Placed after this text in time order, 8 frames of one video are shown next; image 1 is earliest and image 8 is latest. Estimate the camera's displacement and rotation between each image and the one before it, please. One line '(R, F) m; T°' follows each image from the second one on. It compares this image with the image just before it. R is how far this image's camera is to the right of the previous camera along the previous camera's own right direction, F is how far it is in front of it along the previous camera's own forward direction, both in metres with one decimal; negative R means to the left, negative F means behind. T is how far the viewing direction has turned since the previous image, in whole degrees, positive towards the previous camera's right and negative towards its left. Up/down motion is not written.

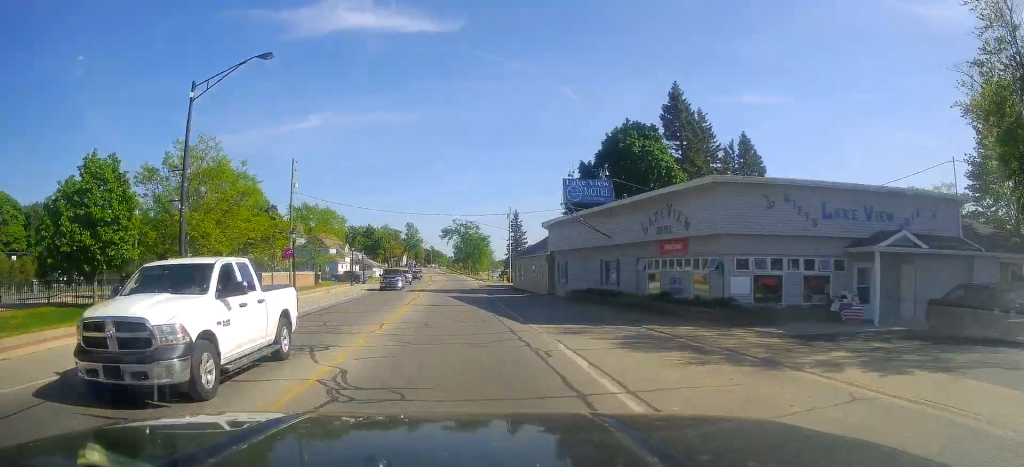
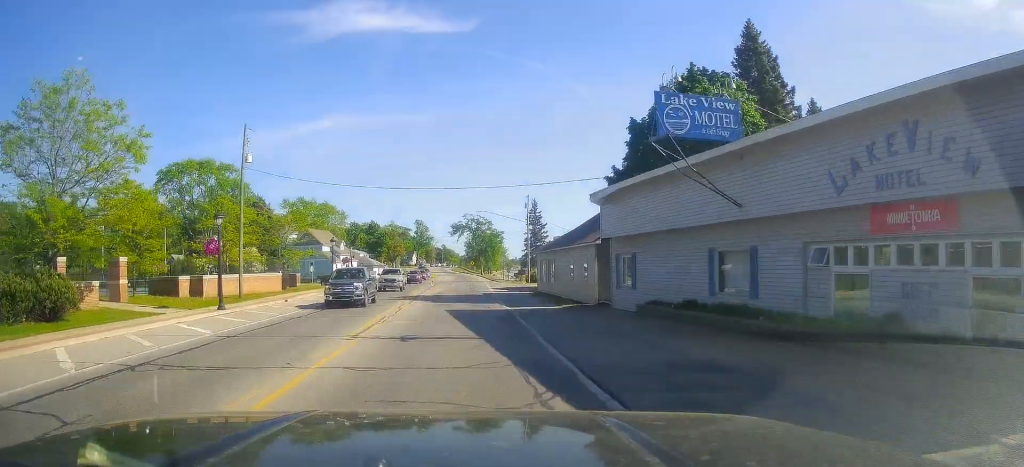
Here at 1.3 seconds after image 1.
(+0.3, +13.7) m; -1°
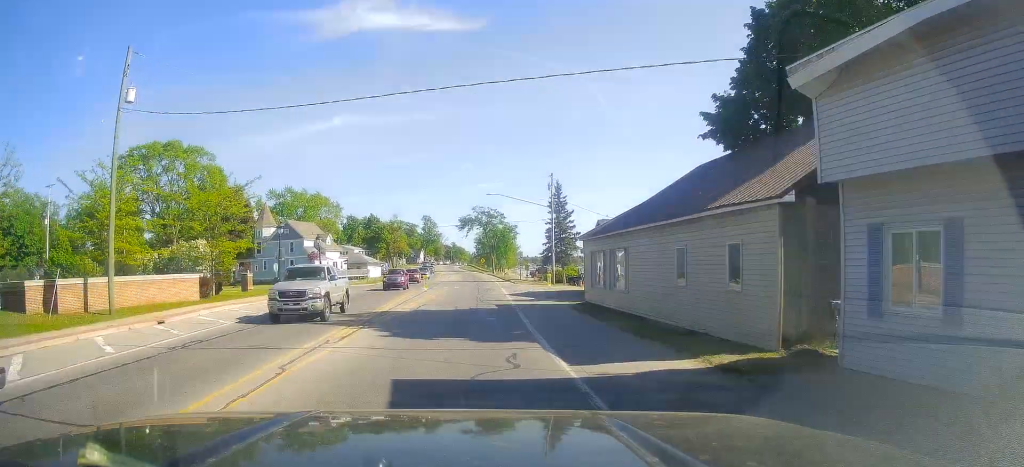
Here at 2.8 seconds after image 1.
(-0.5, +16.1) m; -3°
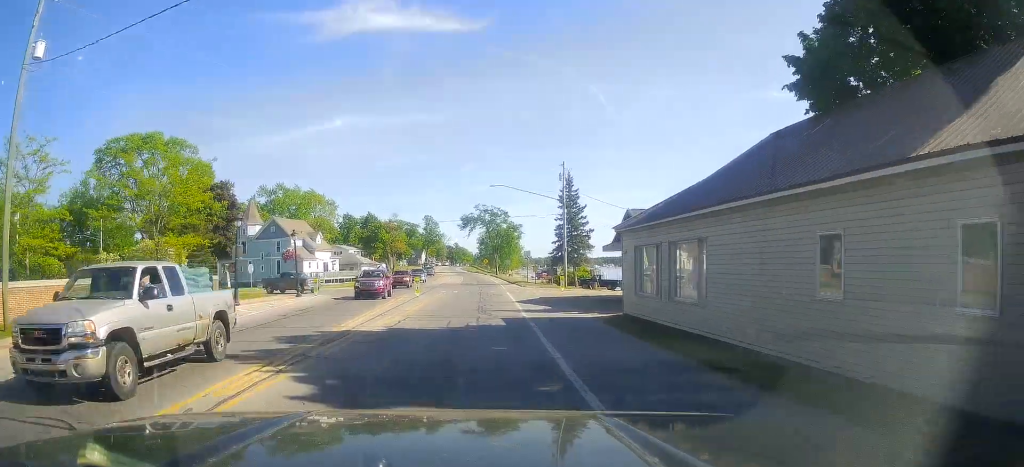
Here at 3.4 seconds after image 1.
(-0.1, +7.0) m; 0°
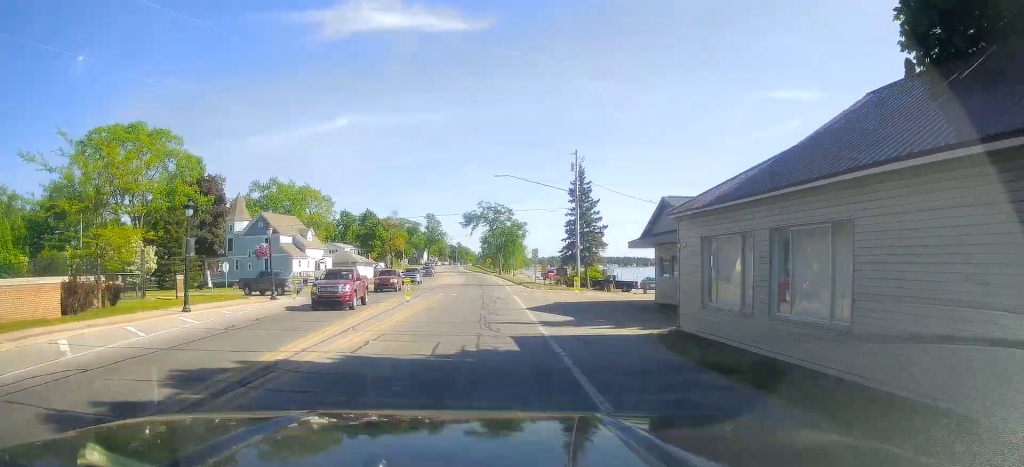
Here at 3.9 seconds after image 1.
(-0.1, +5.6) m; 0°
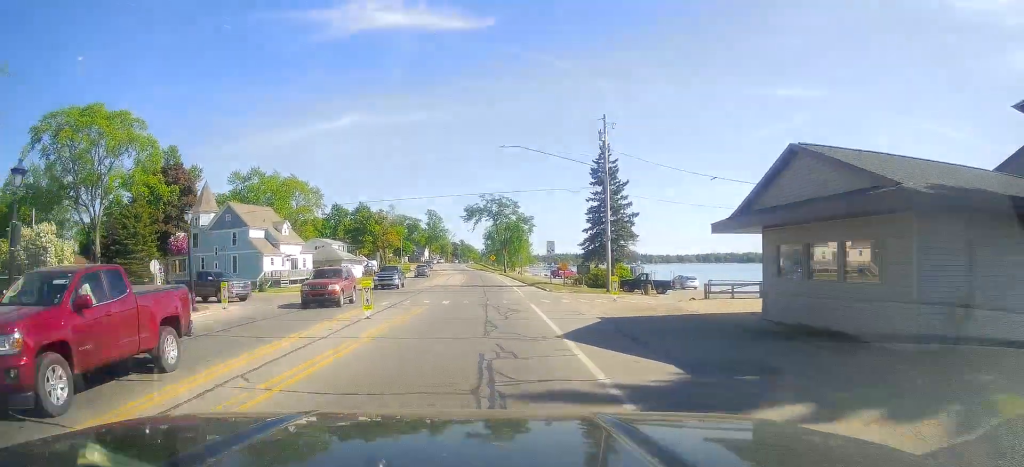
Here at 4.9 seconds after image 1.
(+0.3, +11.0) m; +2°
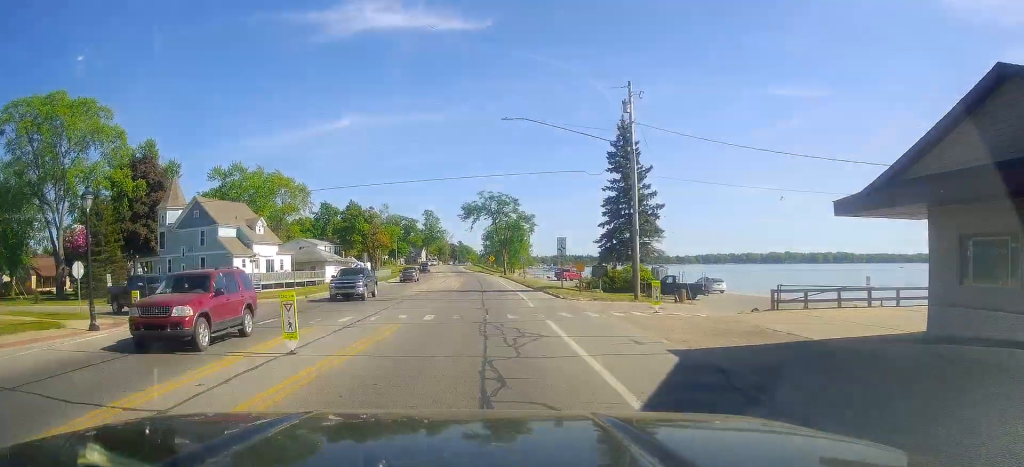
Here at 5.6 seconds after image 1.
(0.0, +7.6) m; 0°
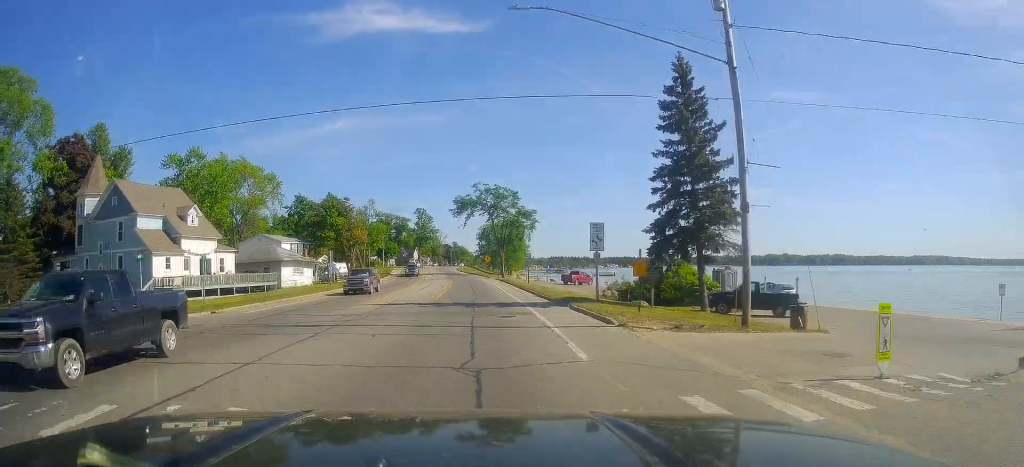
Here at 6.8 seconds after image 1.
(0.0, +14.1) m; -2°
